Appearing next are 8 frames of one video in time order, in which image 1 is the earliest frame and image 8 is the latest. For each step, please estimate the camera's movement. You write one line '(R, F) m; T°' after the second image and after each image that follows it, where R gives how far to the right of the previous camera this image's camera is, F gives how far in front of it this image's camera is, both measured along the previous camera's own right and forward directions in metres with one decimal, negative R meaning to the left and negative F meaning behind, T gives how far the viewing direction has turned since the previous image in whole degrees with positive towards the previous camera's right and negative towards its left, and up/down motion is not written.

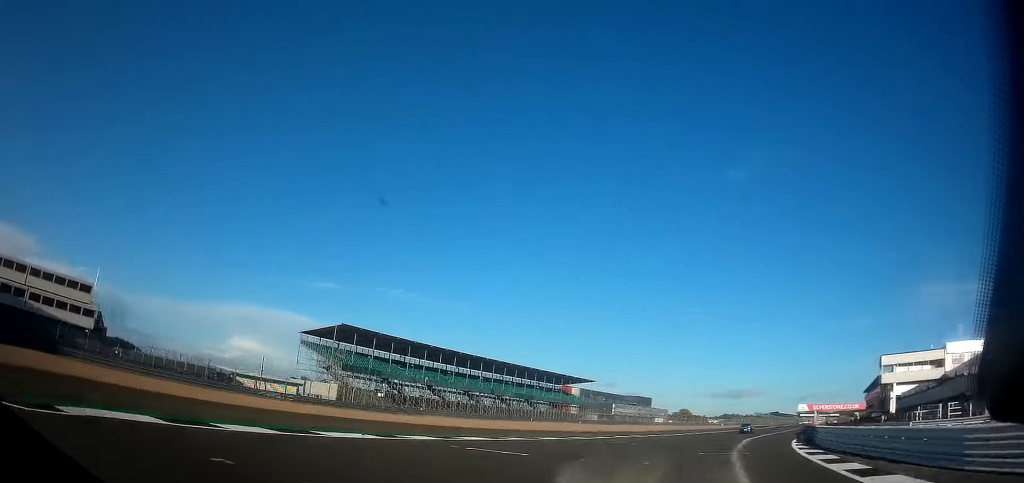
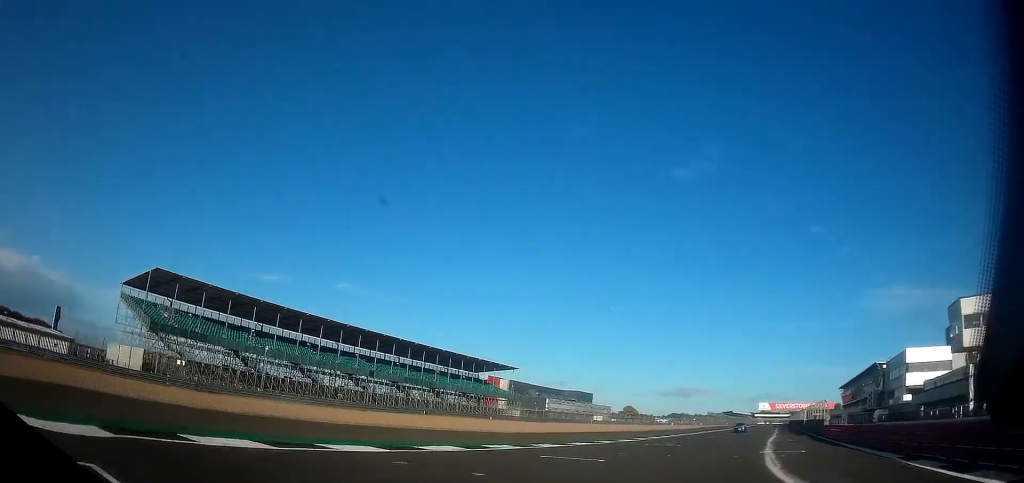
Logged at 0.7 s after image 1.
(+3.0, +34.7) m; +3°
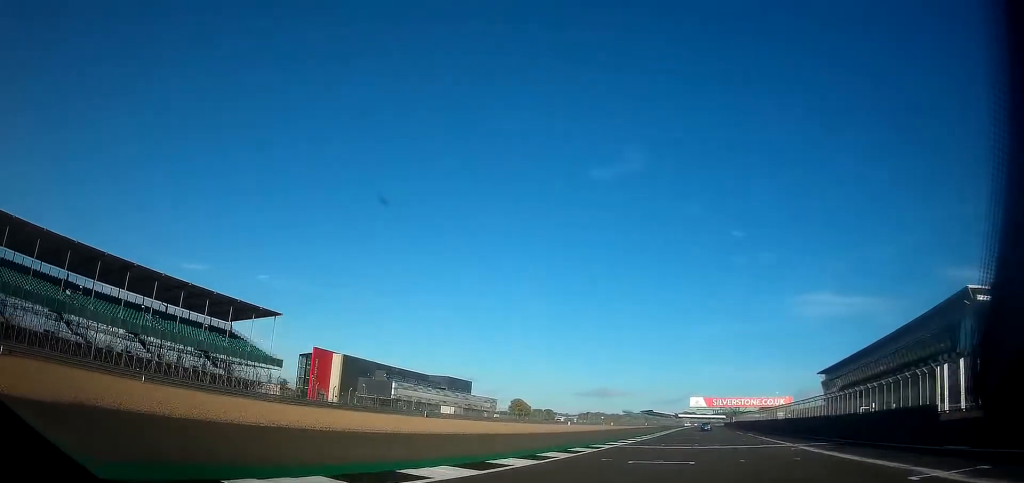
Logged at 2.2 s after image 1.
(-4.8, +72.6) m; -5°
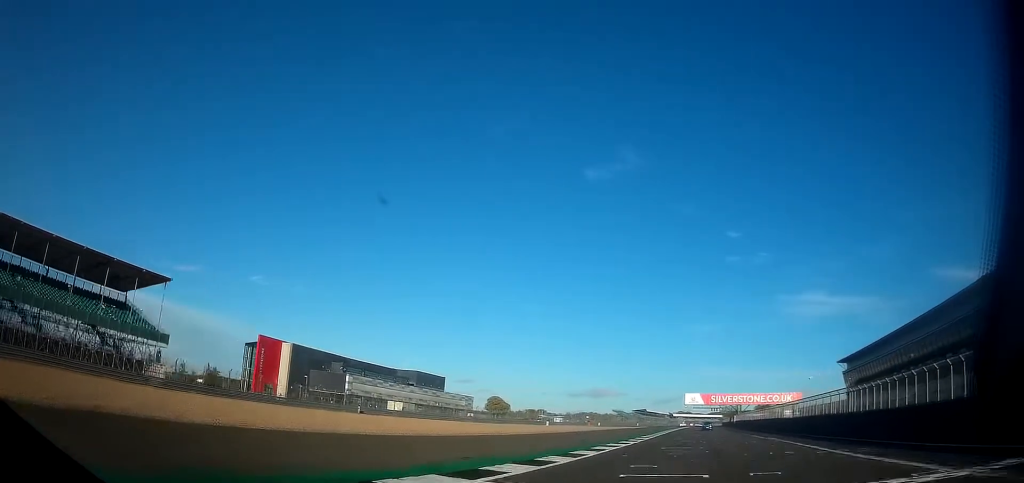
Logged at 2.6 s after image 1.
(+0.2, +21.9) m; +1°
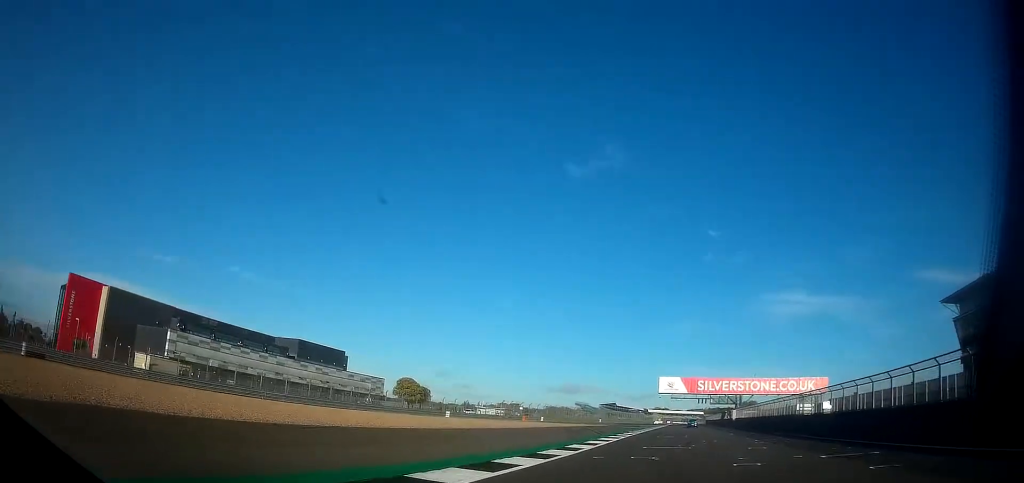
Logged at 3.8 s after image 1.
(+3.8, +57.6) m; +5°
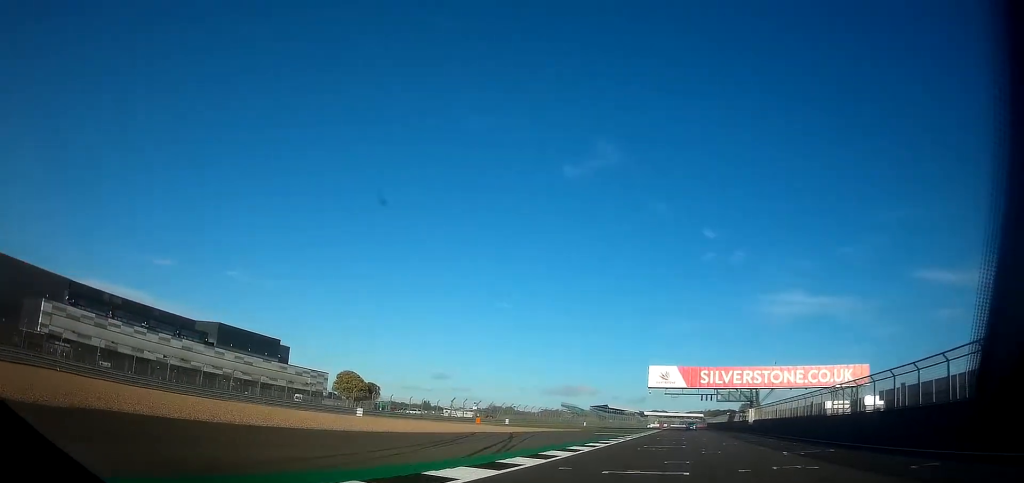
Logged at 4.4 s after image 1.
(+0.5, +29.7) m; +1°
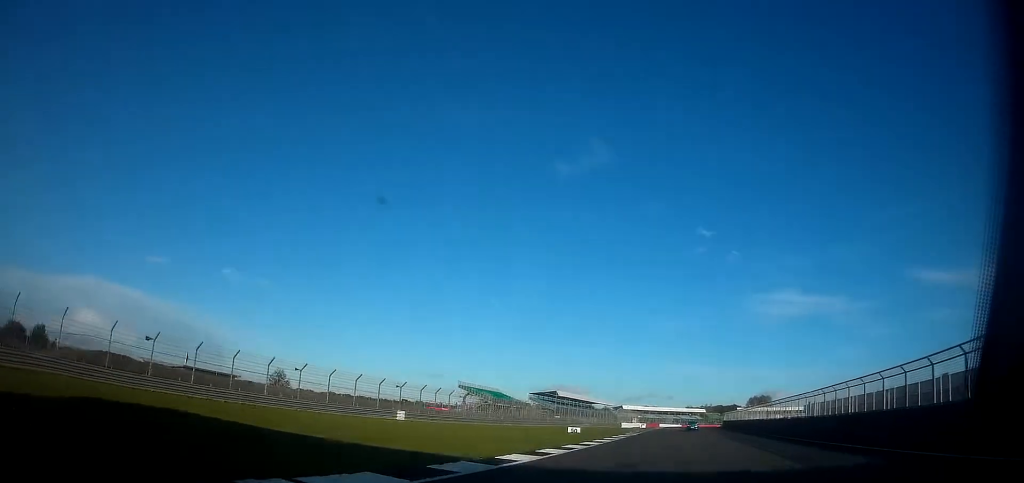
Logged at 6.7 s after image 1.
(+3.0, +111.1) m; +3°
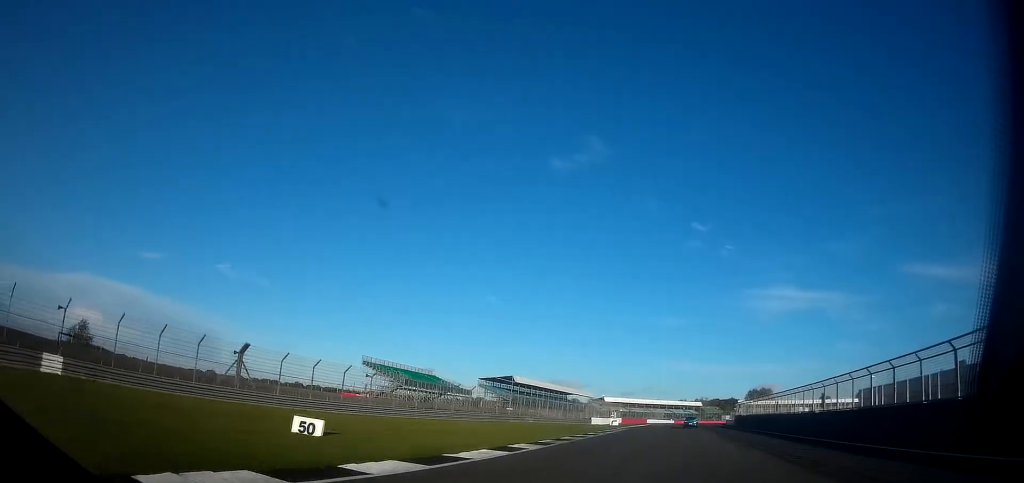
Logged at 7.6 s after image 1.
(+0.7, +40.5) m; 0°
